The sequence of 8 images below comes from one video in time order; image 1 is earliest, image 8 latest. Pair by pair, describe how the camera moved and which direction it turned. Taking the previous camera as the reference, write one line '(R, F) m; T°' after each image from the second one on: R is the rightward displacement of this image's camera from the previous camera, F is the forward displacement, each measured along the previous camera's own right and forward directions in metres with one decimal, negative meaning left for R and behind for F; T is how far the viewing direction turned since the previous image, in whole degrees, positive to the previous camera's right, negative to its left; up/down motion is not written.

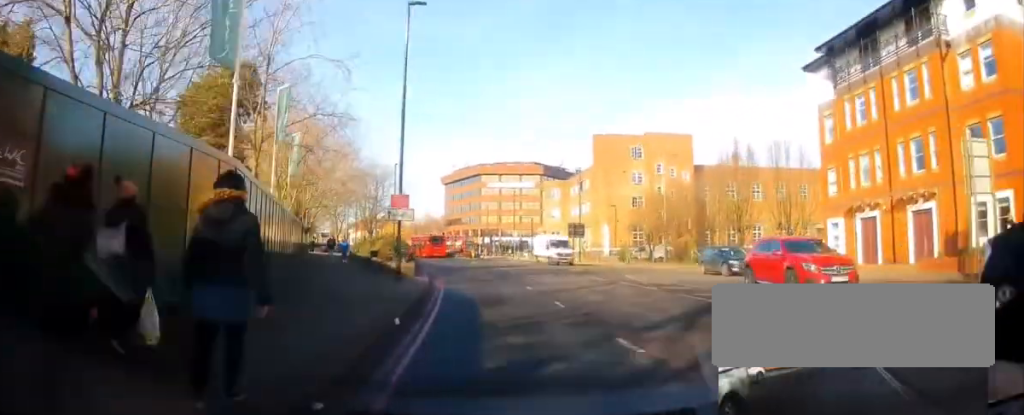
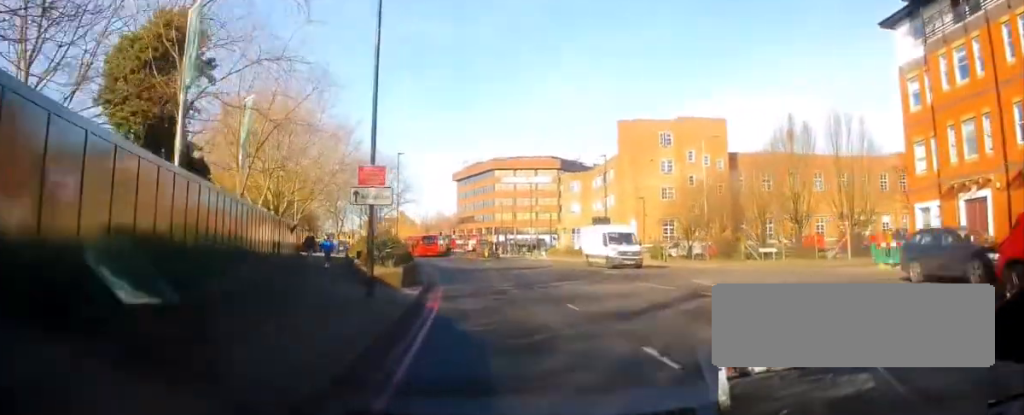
(-0.1, +7.1) m; -2°
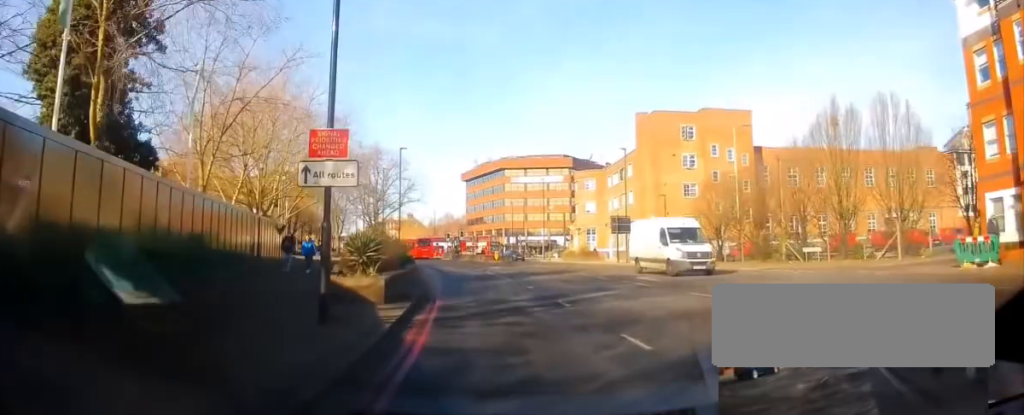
(-0.1, +4.8) m; -2°
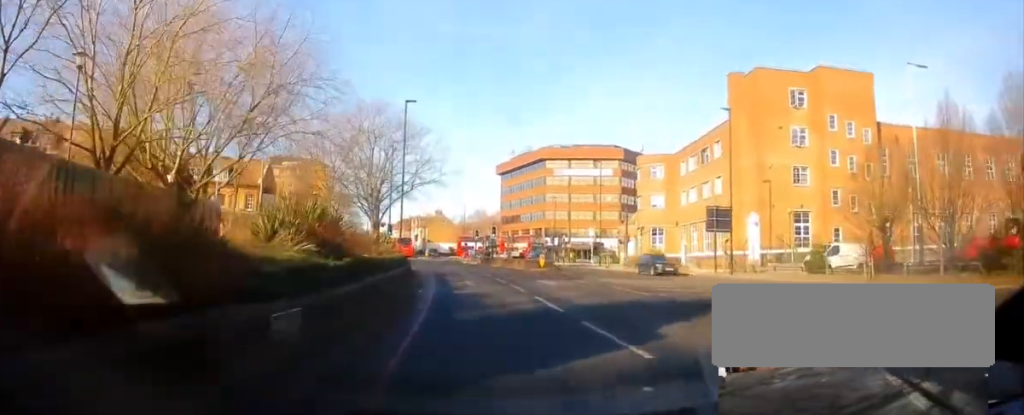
(-0.9, +18.0) m; -6°
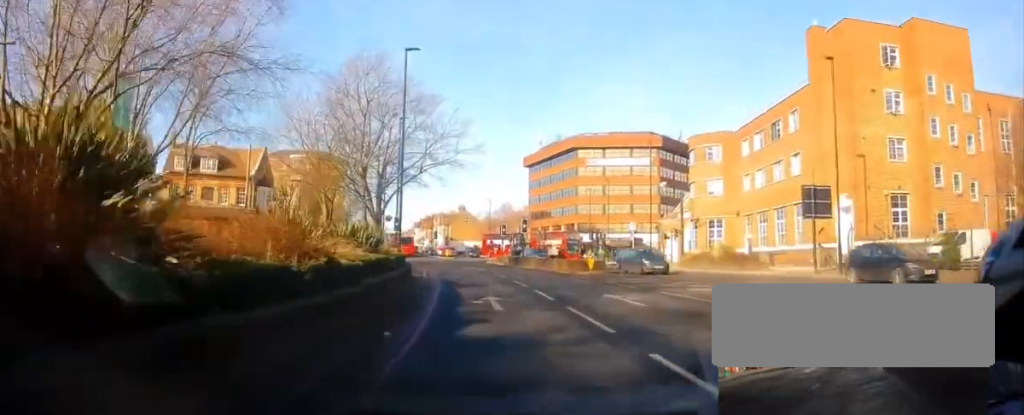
(-0.3, +10.3) m; 0°
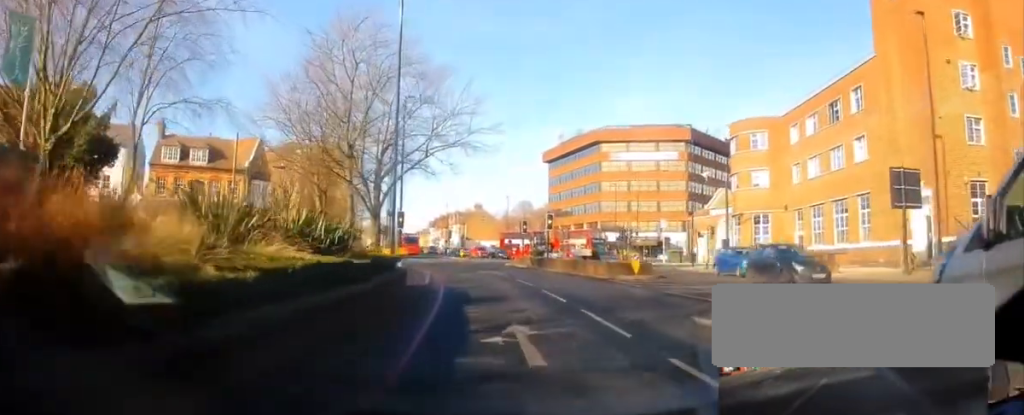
(+0.2, +6.5) m; 0°
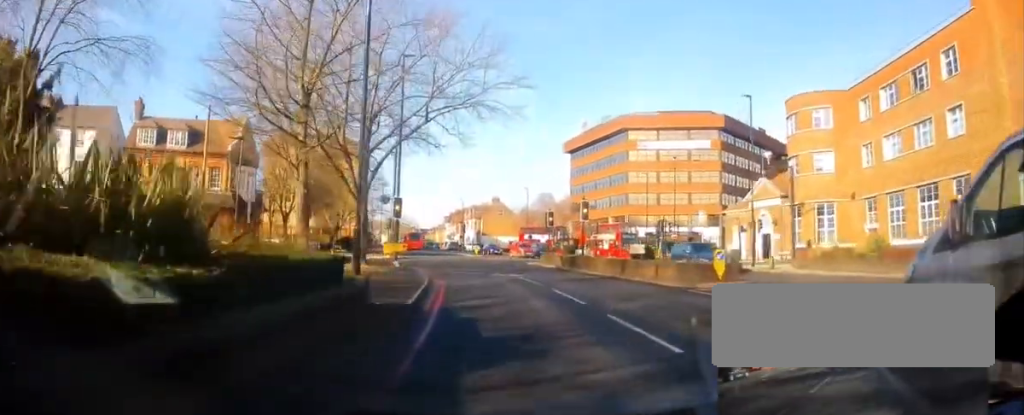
(0.0, +7.7) m; -2°
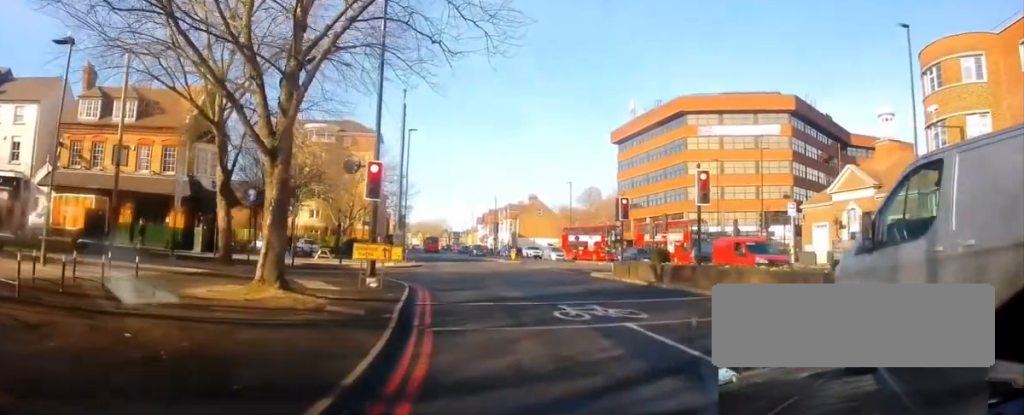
(-0.9, +14.8) m; -7°
